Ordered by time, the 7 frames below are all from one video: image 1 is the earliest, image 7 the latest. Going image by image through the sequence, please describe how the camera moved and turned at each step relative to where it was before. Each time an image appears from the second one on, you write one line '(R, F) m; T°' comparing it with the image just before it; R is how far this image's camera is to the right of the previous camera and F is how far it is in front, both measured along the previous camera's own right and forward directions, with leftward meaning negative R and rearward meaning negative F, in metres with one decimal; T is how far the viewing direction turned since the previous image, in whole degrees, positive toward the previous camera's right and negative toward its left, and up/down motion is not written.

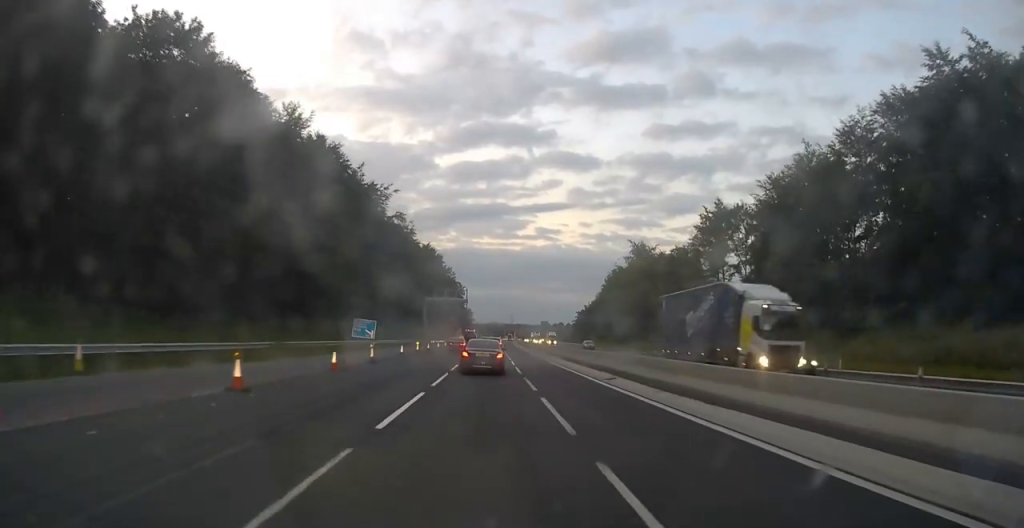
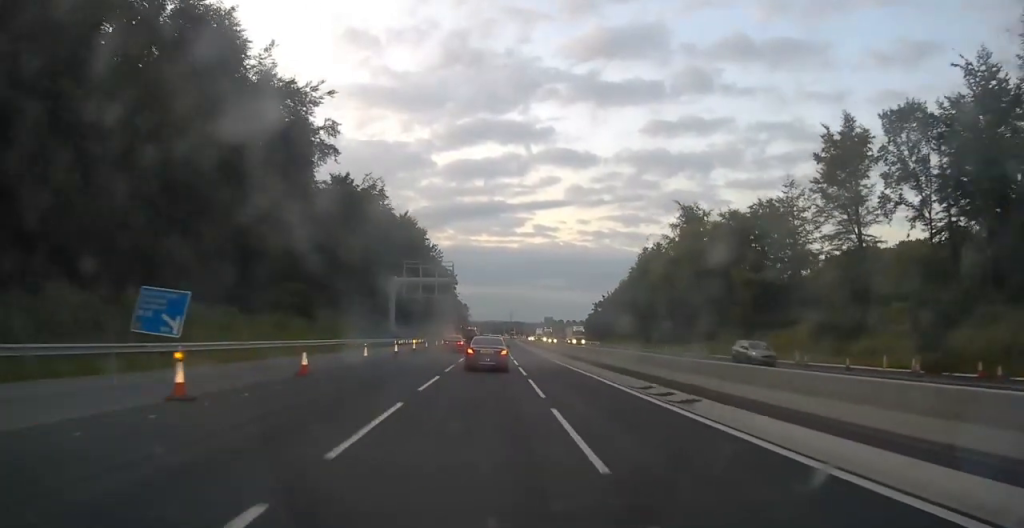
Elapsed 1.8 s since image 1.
(+0.2, +39.4) m; 0°
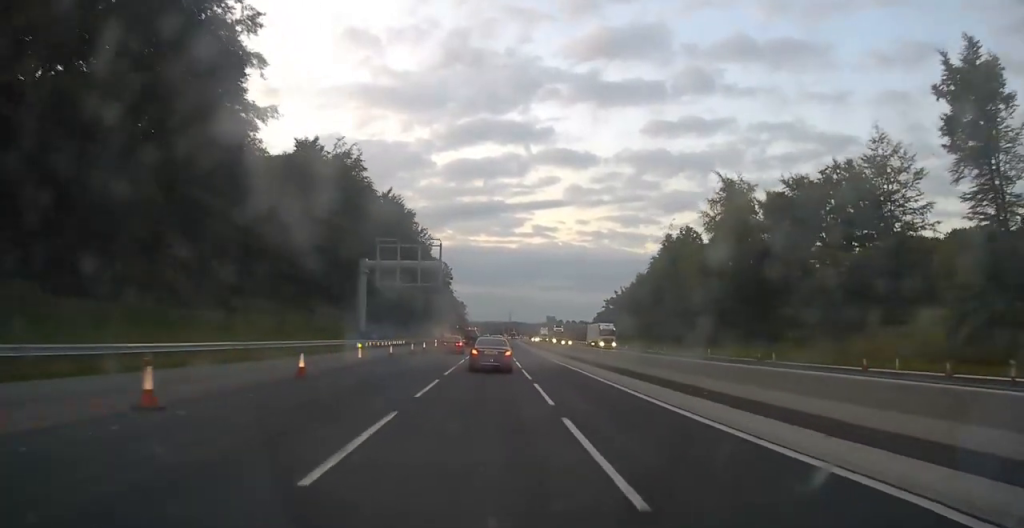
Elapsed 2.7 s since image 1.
(0.0, +19.9) m; 0°
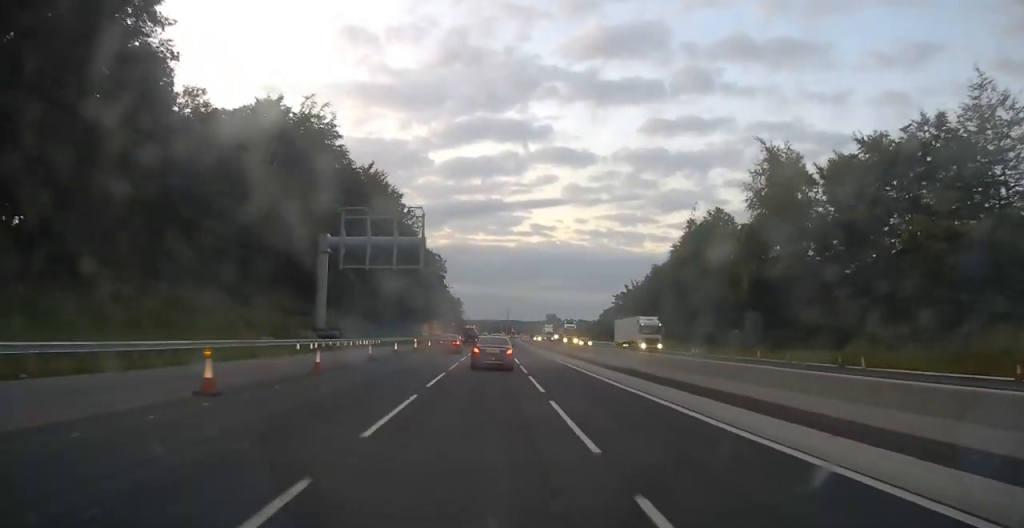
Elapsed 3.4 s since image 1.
(0.0, +15.5) m; 0°
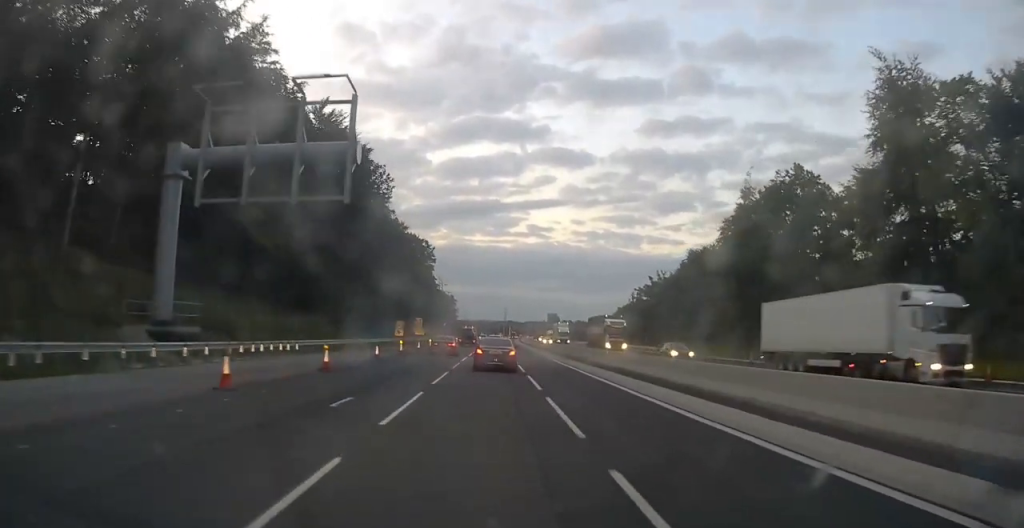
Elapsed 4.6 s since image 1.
(0.0, +25.8) m; 0°
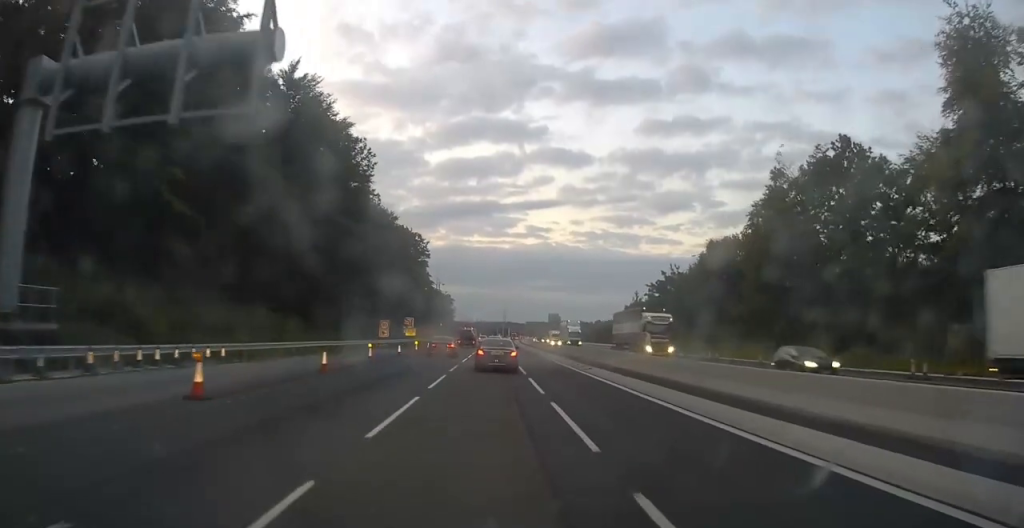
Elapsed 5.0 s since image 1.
(0.0, +10.3) m; 0°
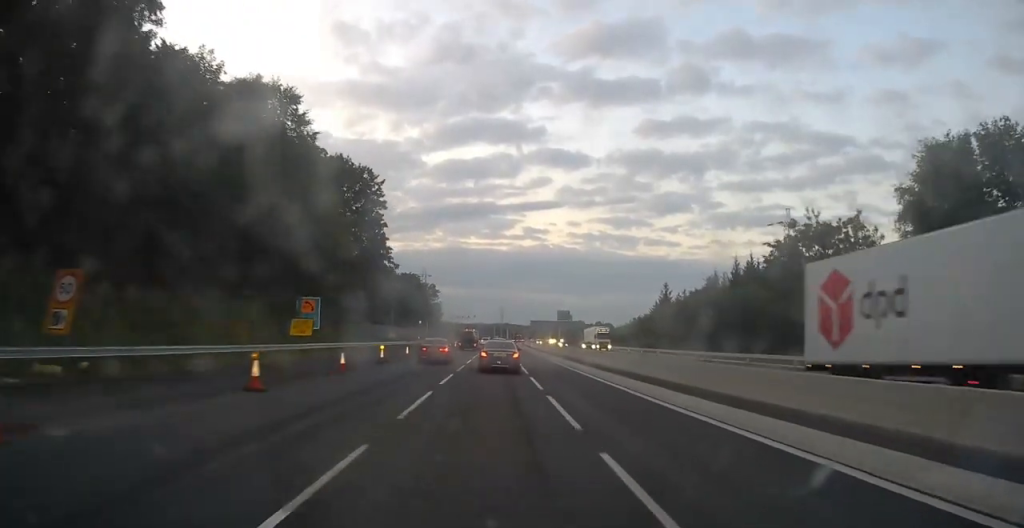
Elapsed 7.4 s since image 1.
(+0.3, +52.4) m; 0°
